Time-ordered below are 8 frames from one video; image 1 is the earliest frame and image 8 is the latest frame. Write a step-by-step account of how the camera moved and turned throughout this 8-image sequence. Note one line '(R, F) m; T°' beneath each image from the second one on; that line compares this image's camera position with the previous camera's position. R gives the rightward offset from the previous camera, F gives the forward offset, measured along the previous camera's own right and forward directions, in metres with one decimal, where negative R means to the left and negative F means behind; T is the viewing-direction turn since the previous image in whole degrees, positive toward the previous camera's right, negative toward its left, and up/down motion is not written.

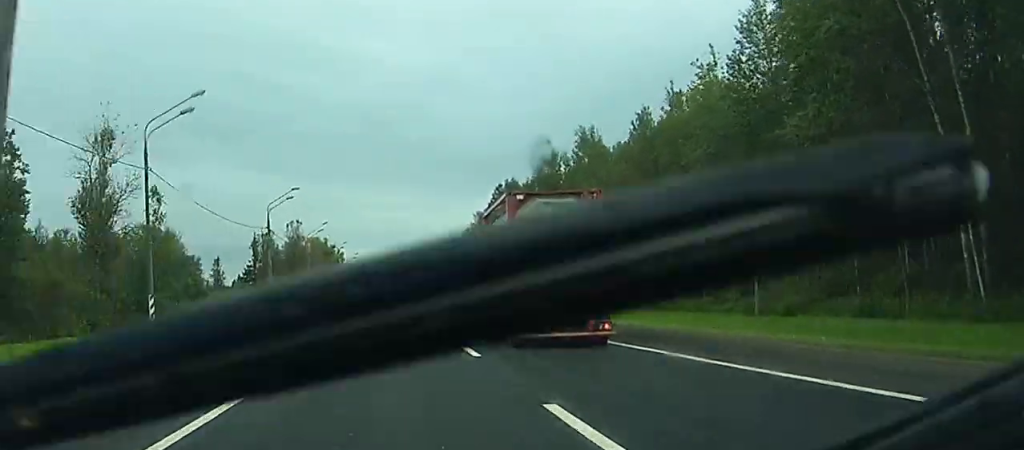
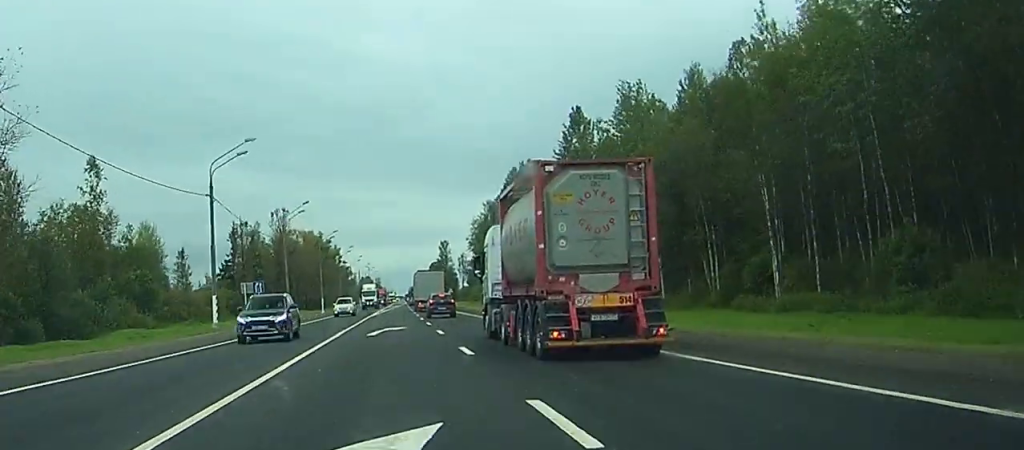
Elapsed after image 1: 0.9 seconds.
(-0.3, +24.3) m; 0°
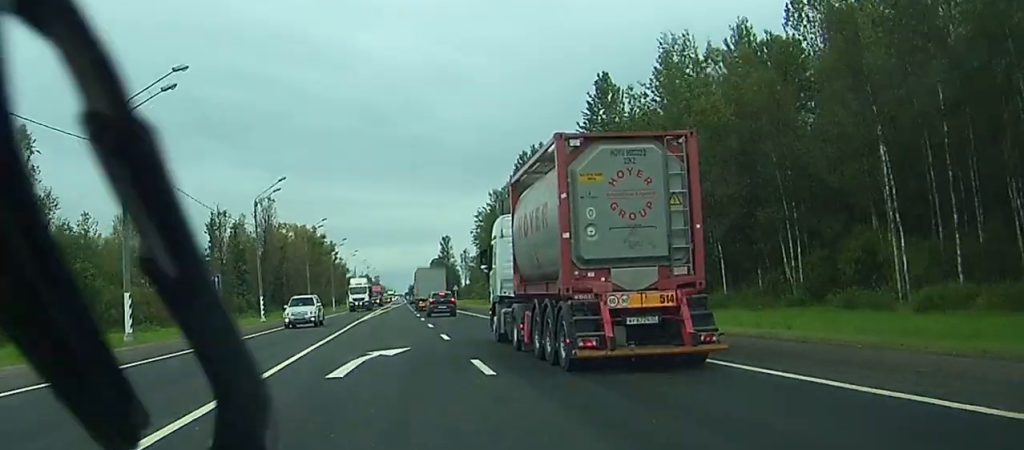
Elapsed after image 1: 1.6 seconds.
(+0.3, +17.8) m; 0°
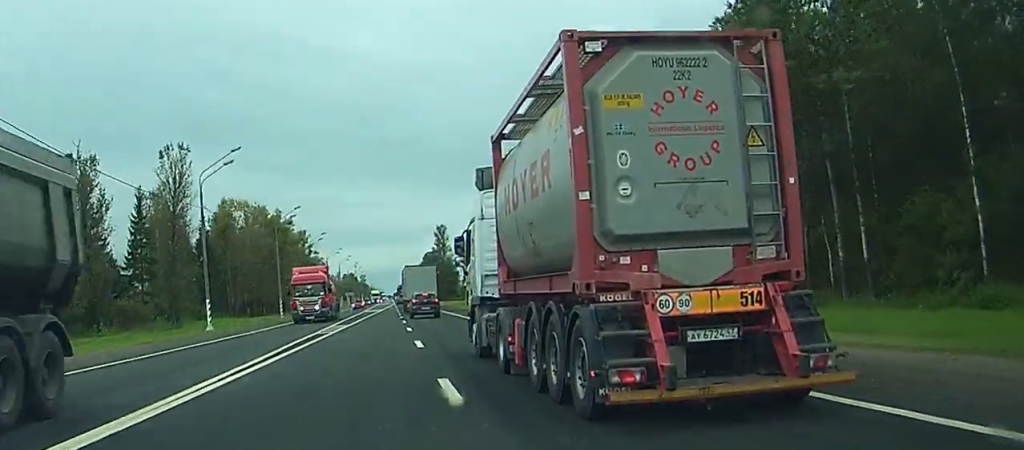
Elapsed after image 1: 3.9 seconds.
(-0.3, +53.7) m; 0°
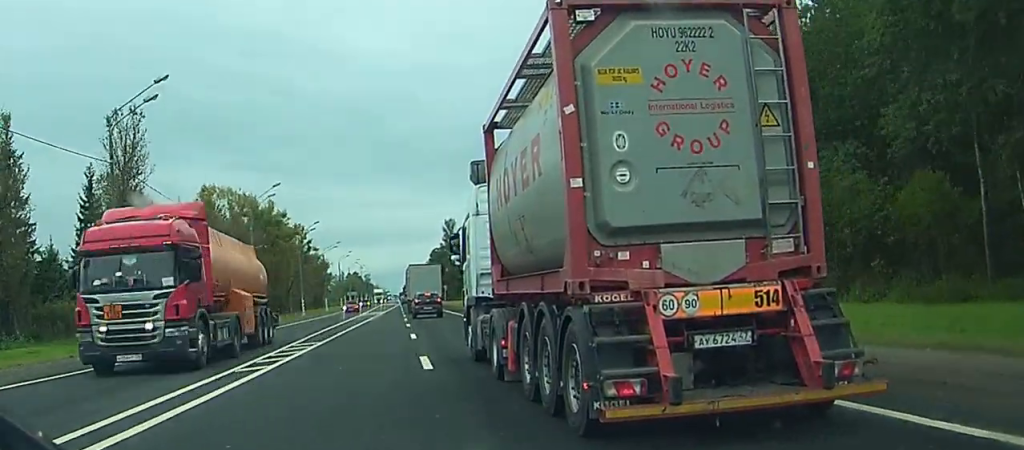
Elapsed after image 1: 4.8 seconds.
(0.0, +19.3) m; 0°
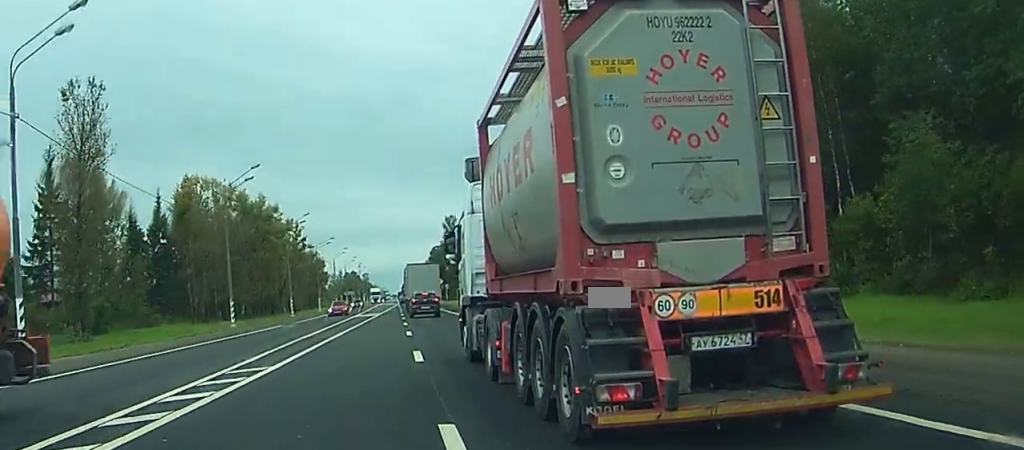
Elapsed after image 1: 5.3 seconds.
(0.0, +10.3) m; 0°
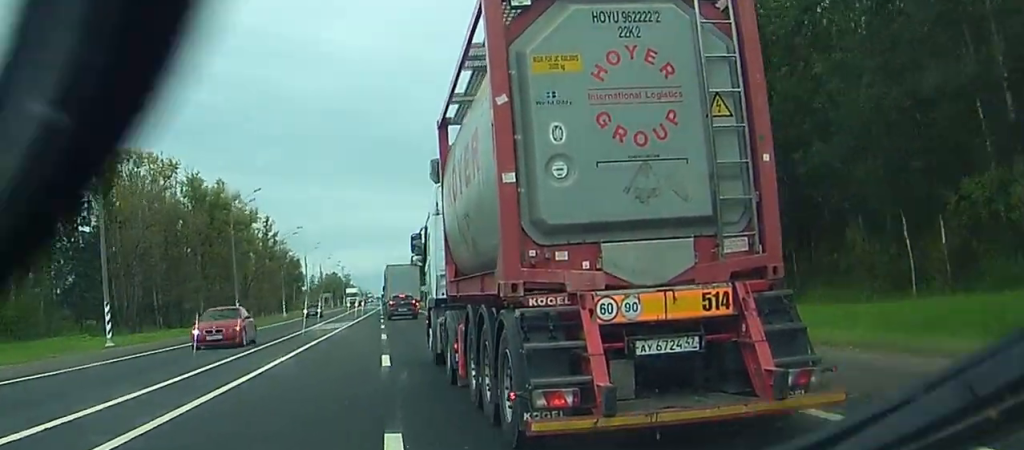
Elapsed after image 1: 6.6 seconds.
(0.0, +24.7) m; +1°
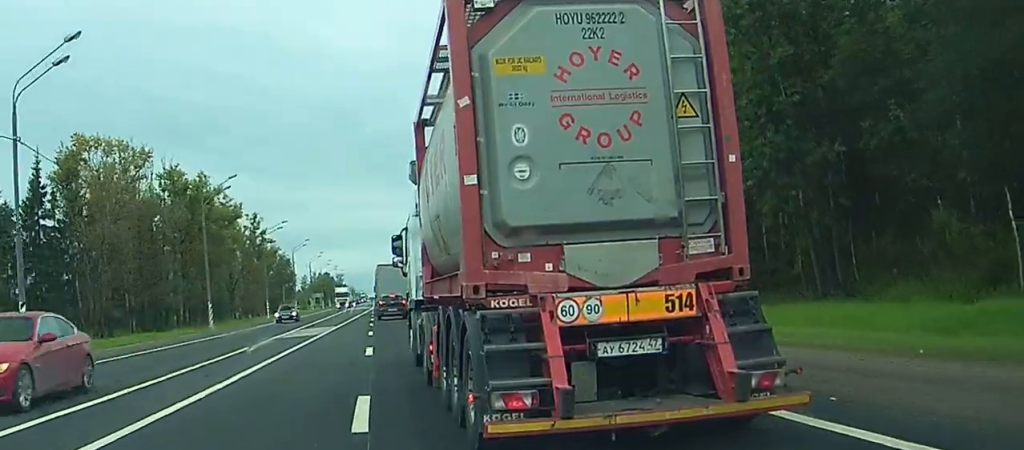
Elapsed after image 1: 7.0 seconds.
(+0.1, +8.4) m; 0°
